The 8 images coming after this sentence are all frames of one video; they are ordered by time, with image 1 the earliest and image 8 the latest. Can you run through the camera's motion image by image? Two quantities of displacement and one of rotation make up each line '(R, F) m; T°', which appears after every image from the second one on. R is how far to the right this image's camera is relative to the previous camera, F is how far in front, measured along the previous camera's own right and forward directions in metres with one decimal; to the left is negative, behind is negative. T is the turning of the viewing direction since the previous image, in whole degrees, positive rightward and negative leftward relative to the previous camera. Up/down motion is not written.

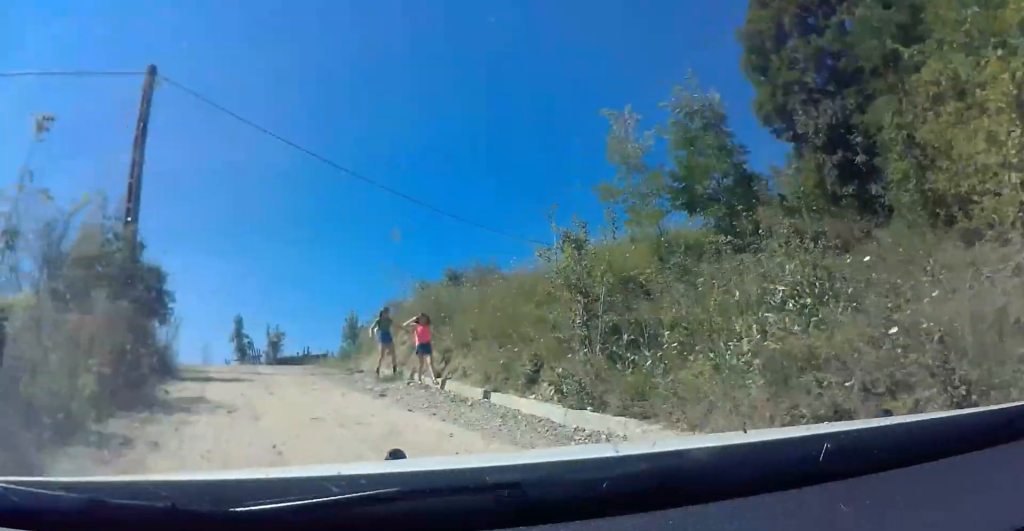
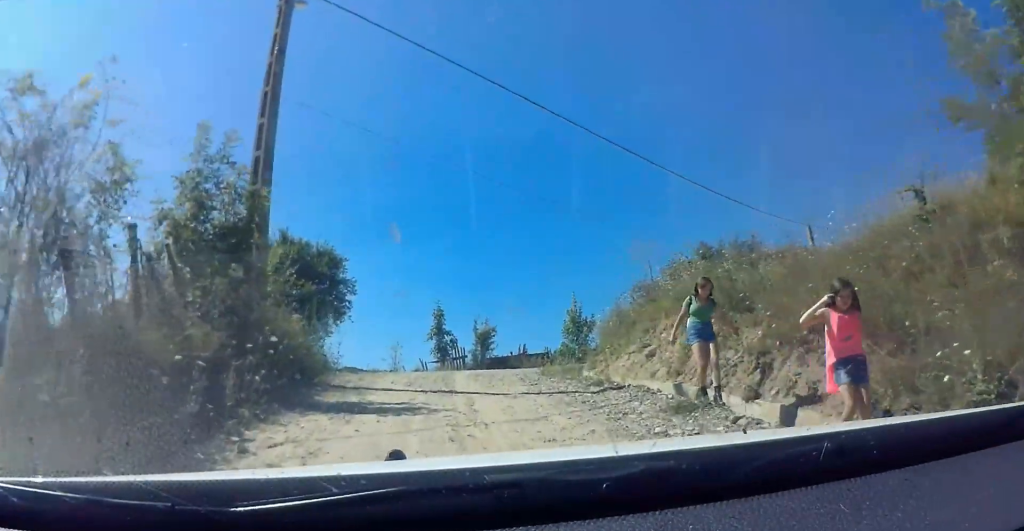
(-0.2, +6.3) m; -2°
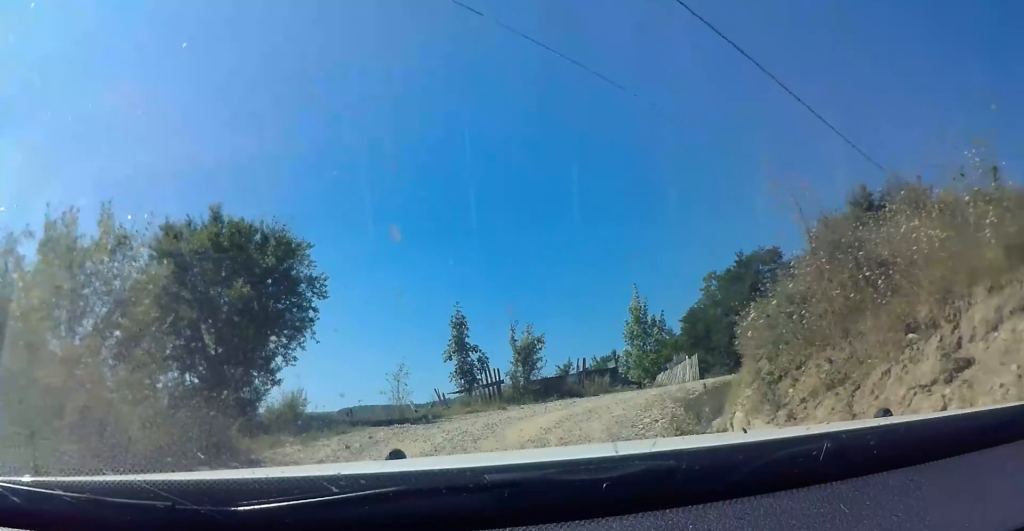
(0.0, +10.1) m; 0°
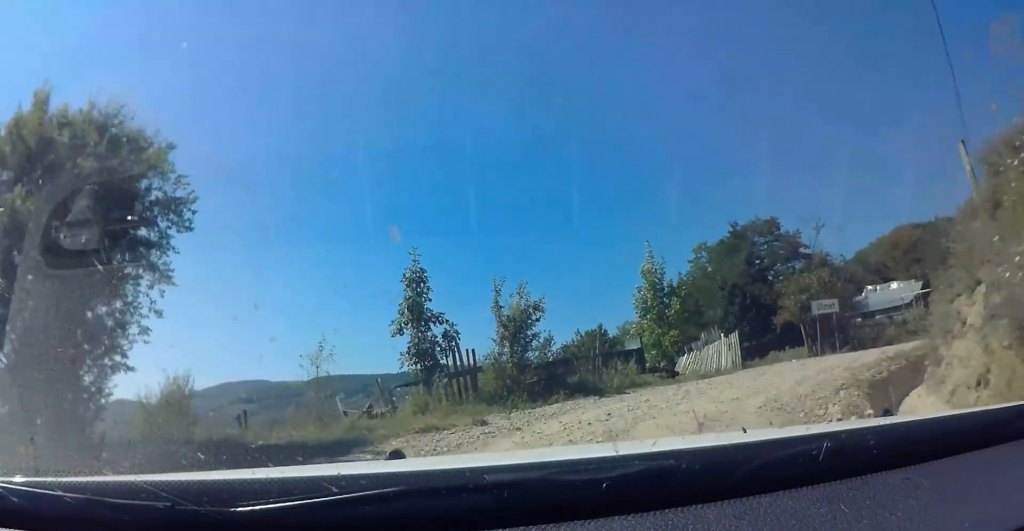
(0.0, +8.0) m; 0°
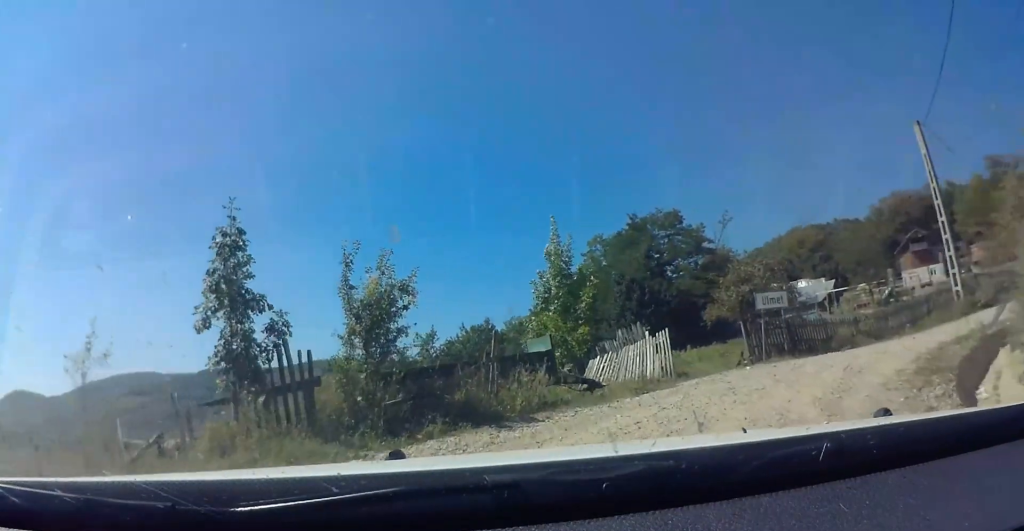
(0.0, +4.9) m; 0°
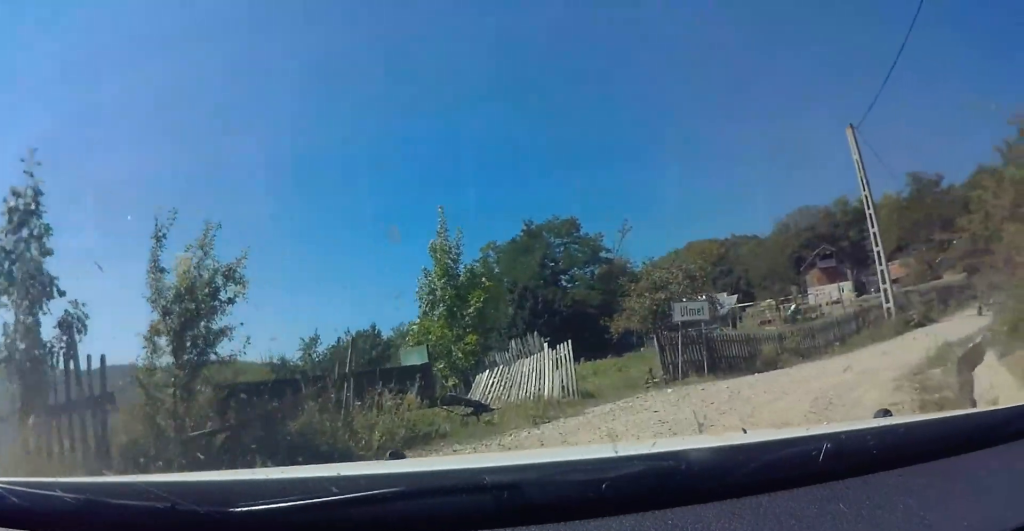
(0.0, +2.7) m; +3°
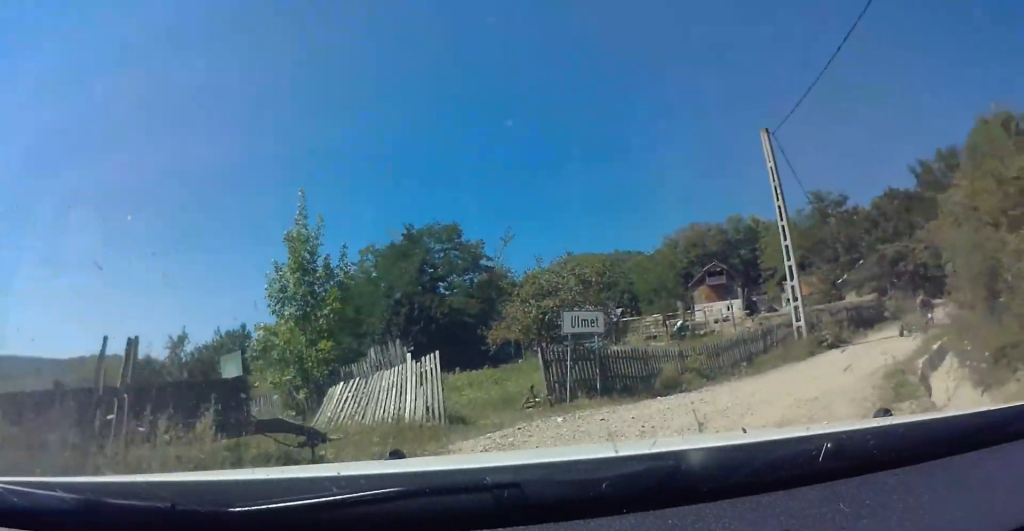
(-0.2, +2.5) m; +11°
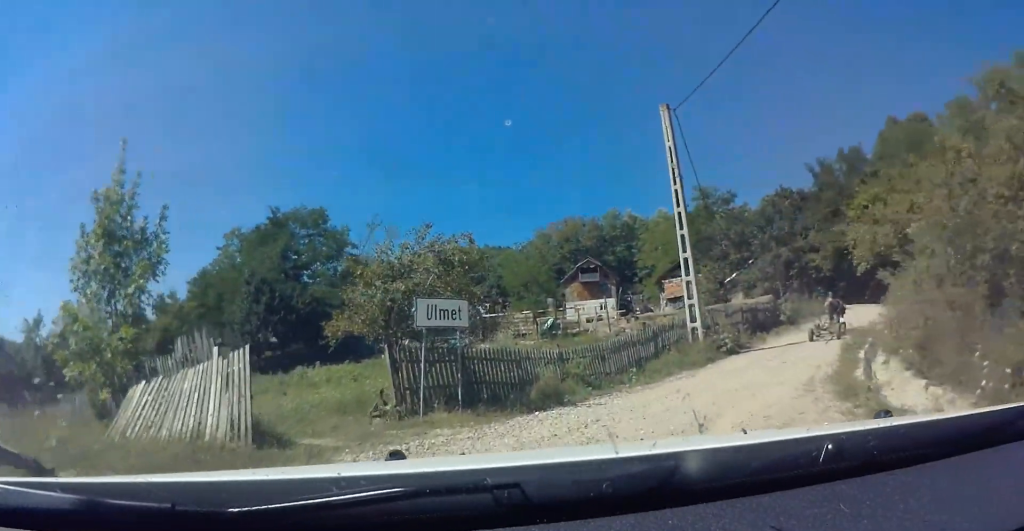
(-0.4, +2.8) m; +13°
